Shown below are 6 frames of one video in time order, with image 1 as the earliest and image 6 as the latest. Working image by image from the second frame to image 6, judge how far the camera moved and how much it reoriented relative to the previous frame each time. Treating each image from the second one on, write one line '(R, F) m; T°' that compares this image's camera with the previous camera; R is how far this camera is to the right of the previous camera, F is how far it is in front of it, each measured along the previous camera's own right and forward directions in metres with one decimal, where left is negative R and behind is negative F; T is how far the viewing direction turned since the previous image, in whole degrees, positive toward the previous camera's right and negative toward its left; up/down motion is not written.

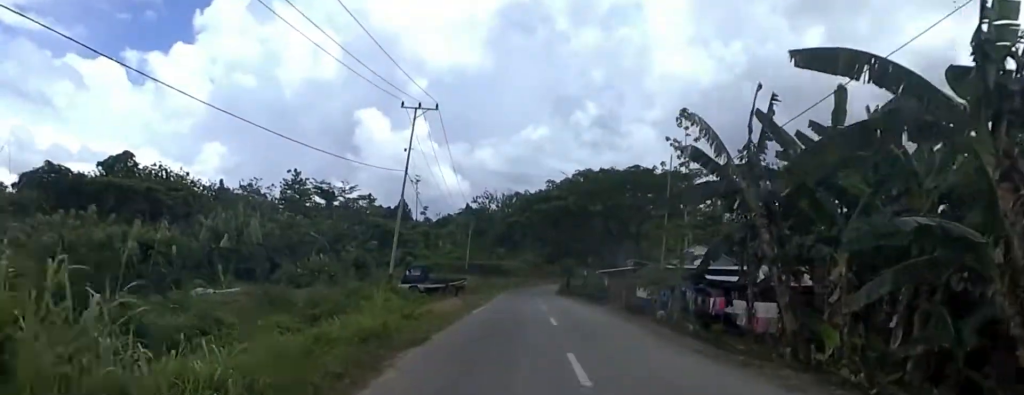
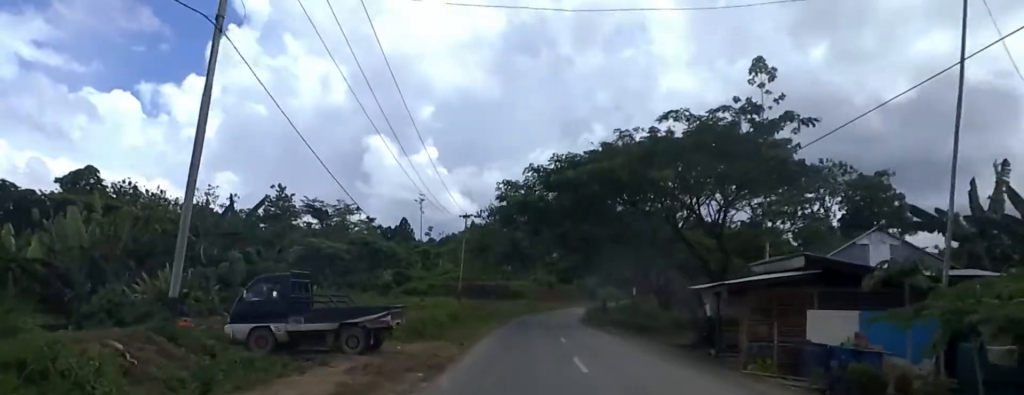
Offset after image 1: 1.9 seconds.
(+2.2, +18.8) m; -1°
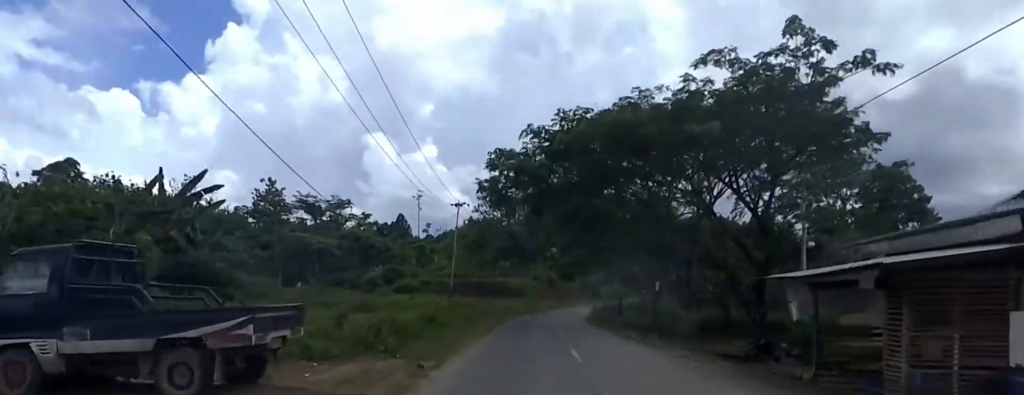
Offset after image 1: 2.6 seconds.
(-0.7, +6.3) m; 0°
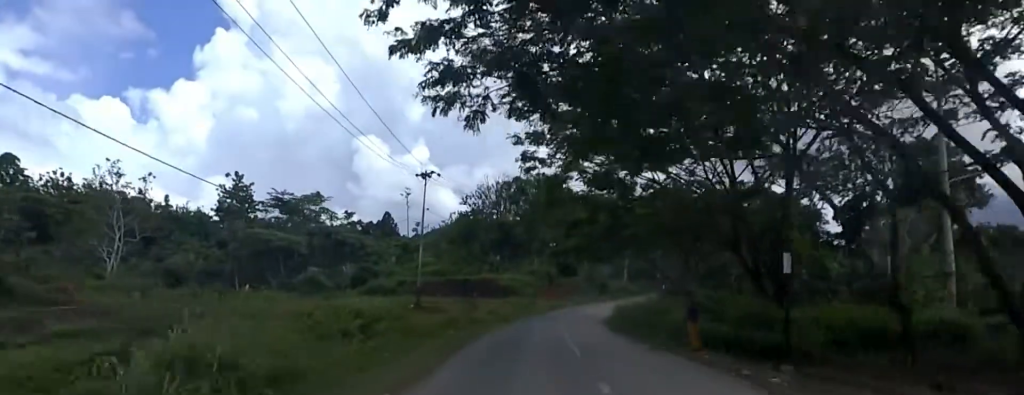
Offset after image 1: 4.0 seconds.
(+0.8, +14.4) m; 0°
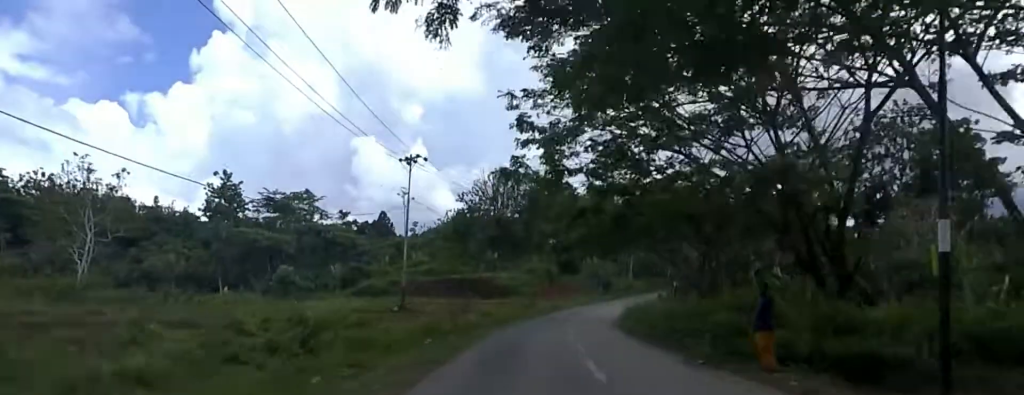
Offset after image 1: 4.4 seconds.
(-0.5, +4.9) m; 0°
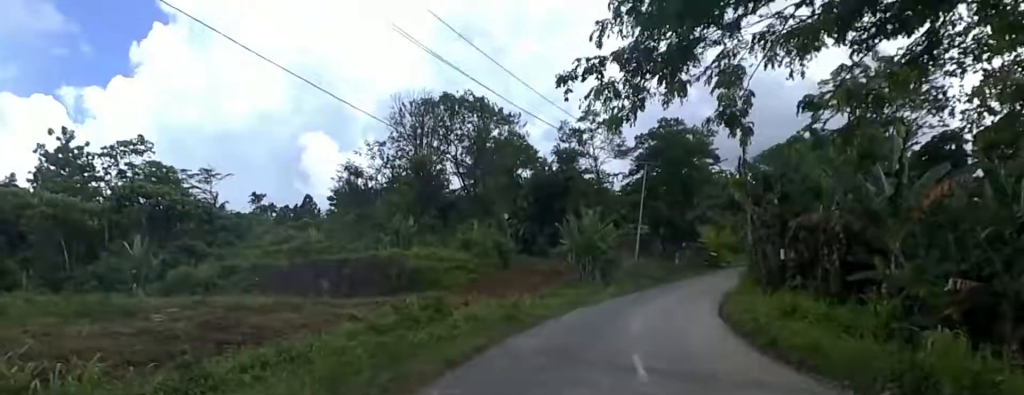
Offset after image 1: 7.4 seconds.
(+2.8, +32.0) m; +8°
